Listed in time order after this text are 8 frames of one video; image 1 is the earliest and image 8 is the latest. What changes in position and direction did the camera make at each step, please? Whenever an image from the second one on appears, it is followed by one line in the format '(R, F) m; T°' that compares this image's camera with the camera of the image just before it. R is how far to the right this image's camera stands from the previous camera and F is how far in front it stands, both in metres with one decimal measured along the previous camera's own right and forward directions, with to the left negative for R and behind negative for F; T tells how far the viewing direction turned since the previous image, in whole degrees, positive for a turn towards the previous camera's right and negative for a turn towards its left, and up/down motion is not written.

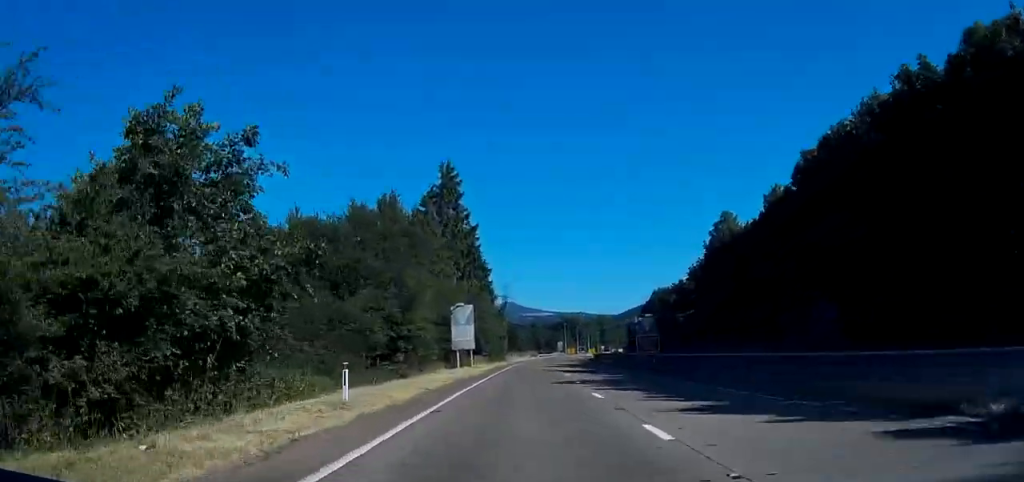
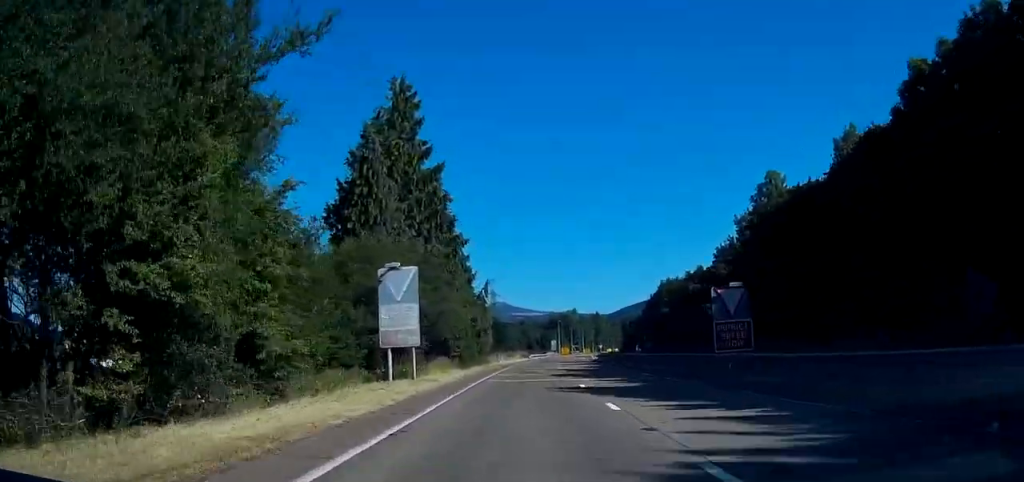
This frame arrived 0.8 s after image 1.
(+0.2, +22.3) m; +1°
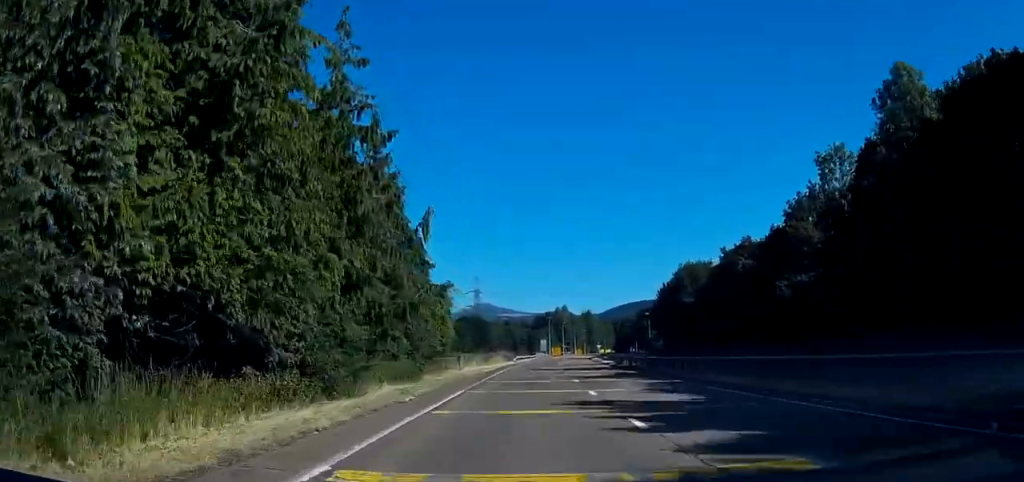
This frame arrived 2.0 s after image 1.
(+0.4, +31.6) m; +1°
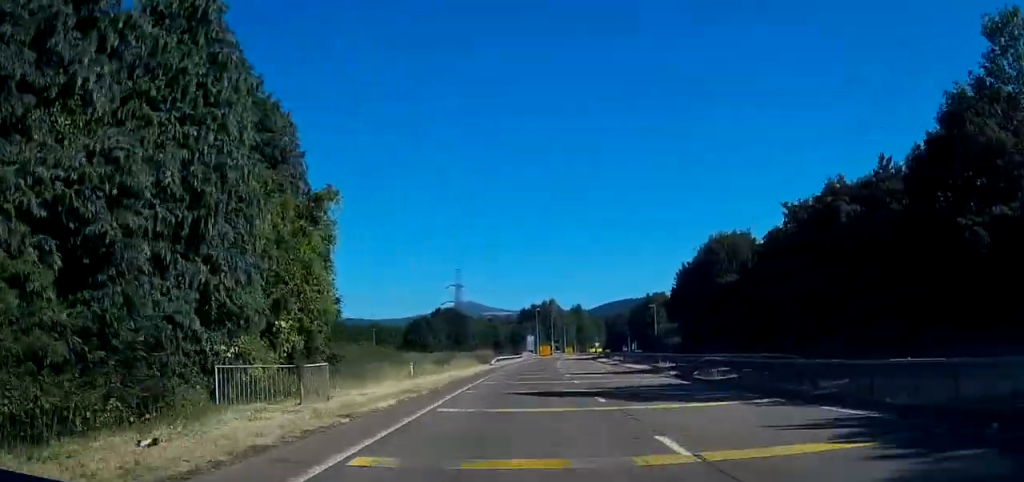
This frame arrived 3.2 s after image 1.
(+0.2, +30.1) m; +1°
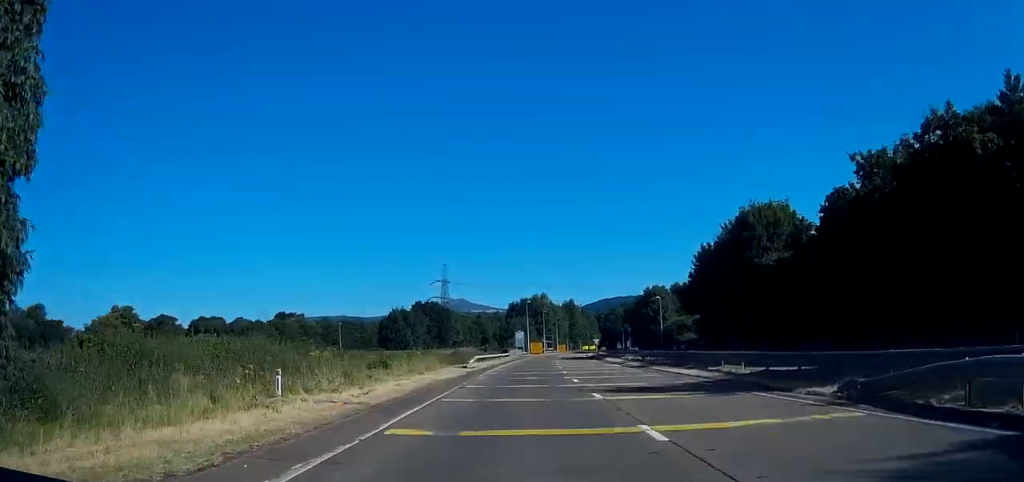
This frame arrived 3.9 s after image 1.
(0.0, +18.4) m; +1°
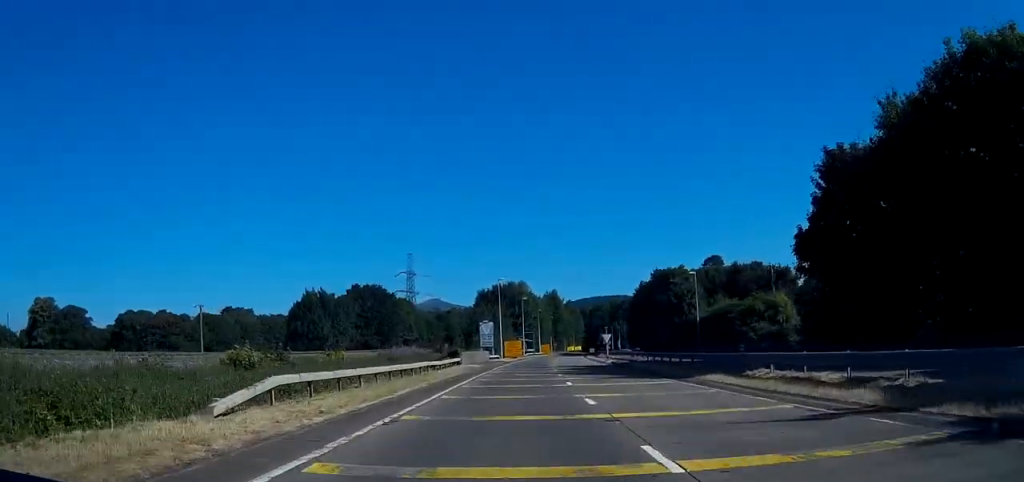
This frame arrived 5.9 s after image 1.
(+1.1, +47.5) m; +3°
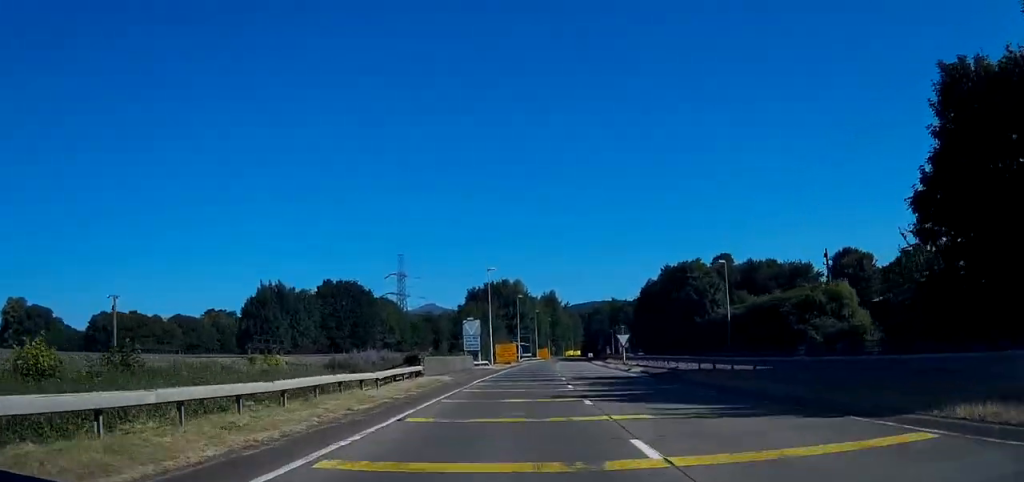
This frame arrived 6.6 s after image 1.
(+0.2, +17.5) m; +1°
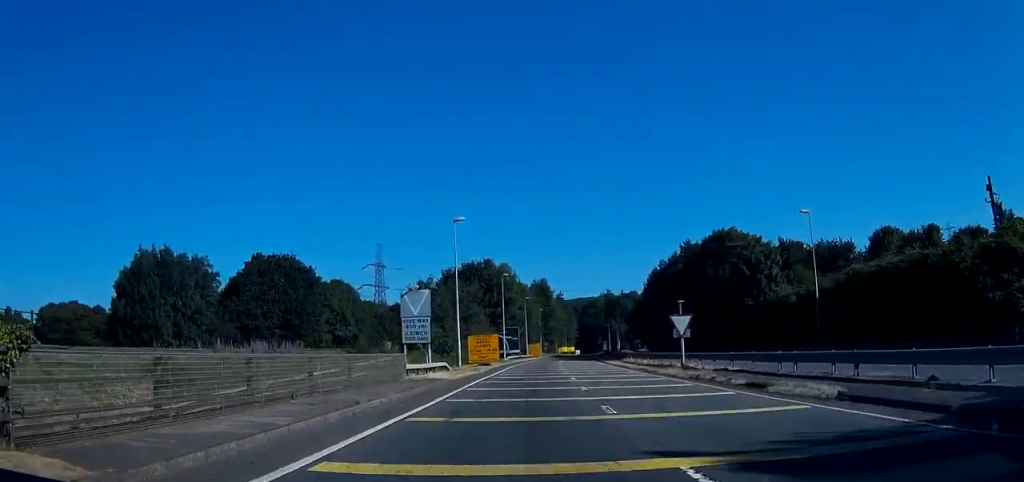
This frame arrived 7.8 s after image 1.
(+0.4, +28.7) m; +1°
